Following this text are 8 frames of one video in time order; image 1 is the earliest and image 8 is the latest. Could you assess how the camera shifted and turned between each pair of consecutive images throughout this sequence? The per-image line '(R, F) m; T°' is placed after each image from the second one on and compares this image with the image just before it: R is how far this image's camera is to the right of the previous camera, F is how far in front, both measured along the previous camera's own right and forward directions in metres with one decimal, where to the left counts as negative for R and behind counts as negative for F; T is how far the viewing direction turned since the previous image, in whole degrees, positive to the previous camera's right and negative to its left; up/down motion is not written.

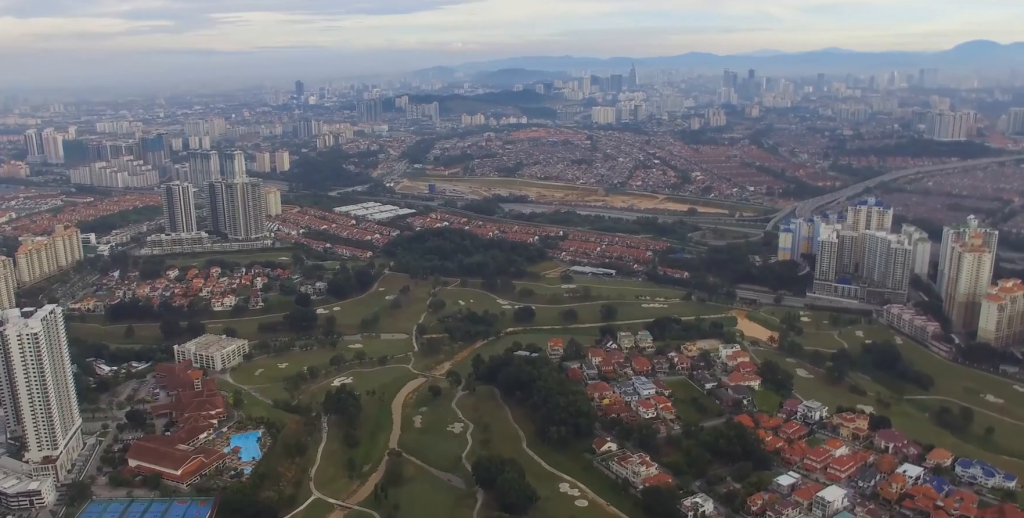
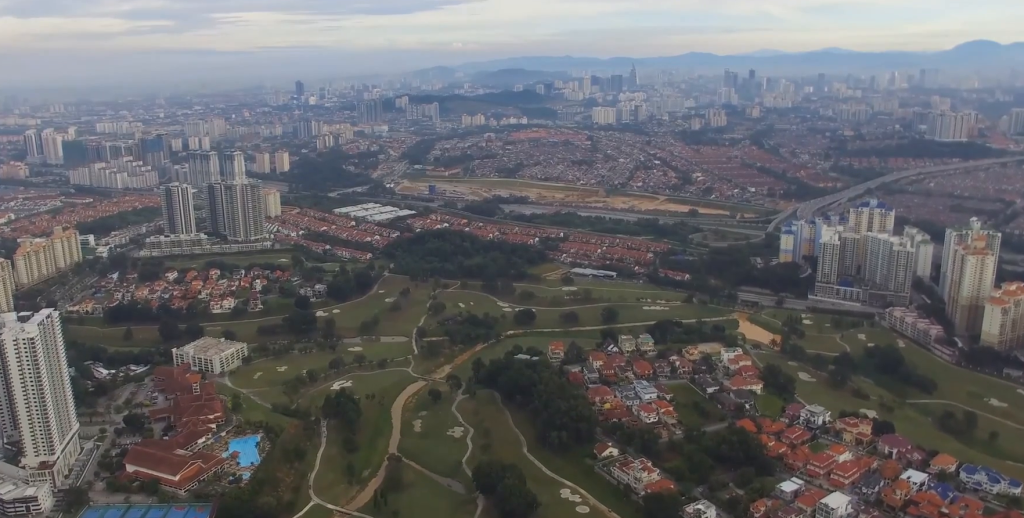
(0.0, +5.8) m; 0°
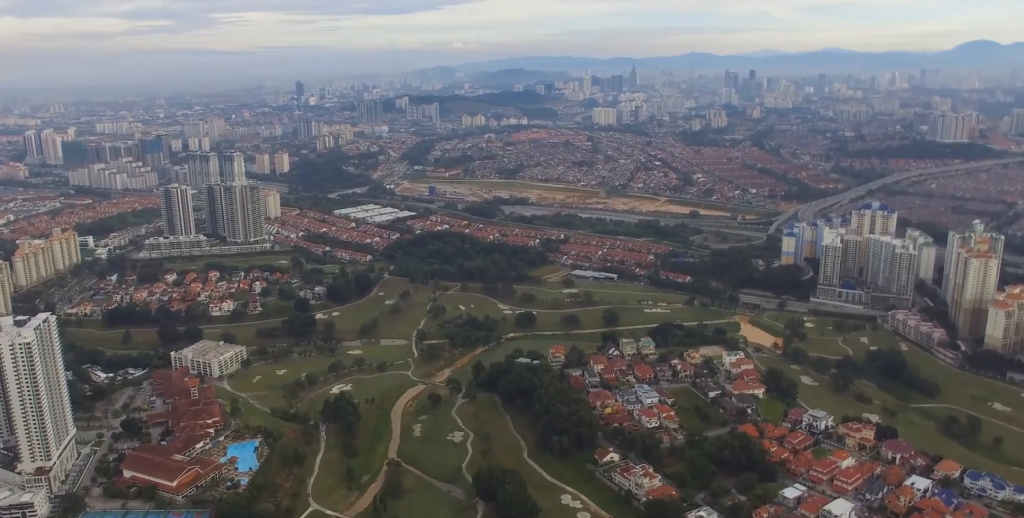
(0.0, +5.3) m; 0°
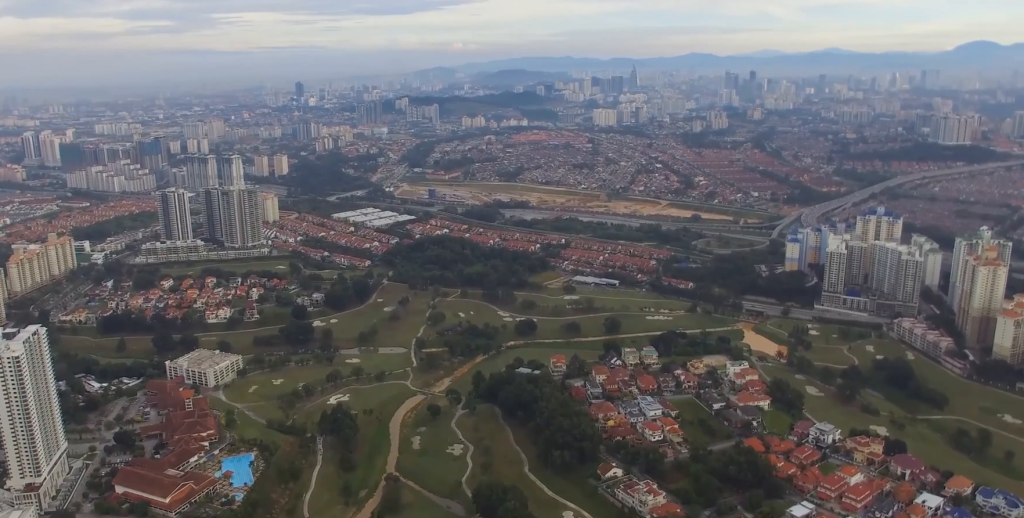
(0.0, +15.5) m; 0°
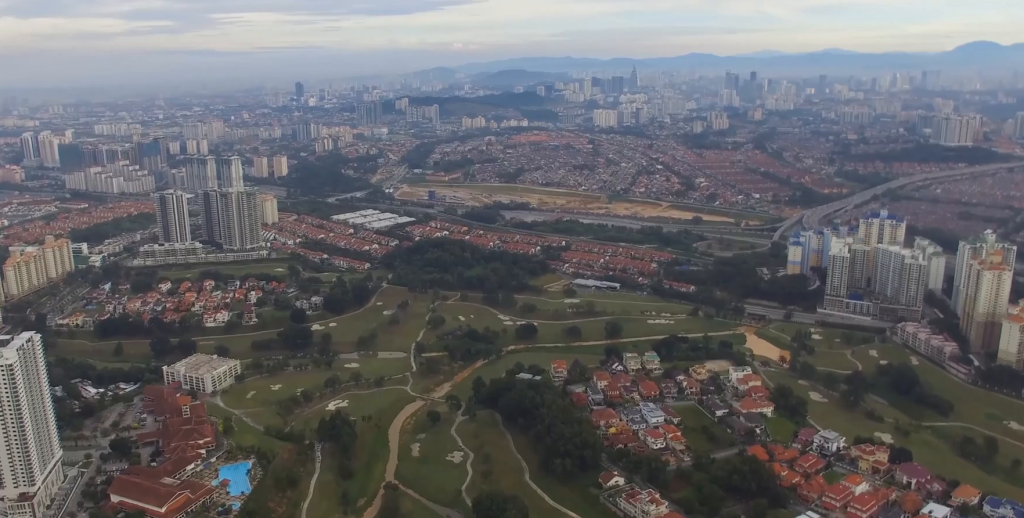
(0.0, +8.9) m; 0°
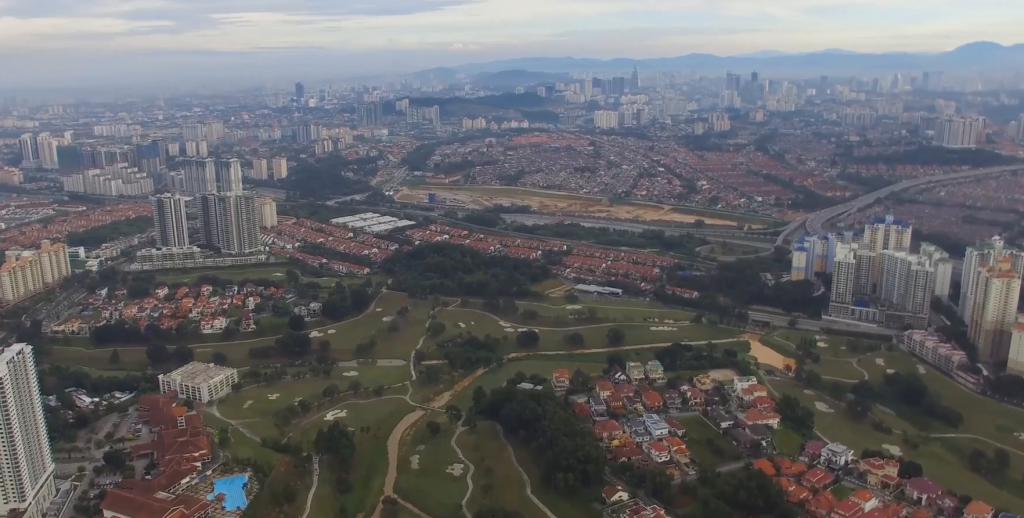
(0.0, +14.1) m; 0°
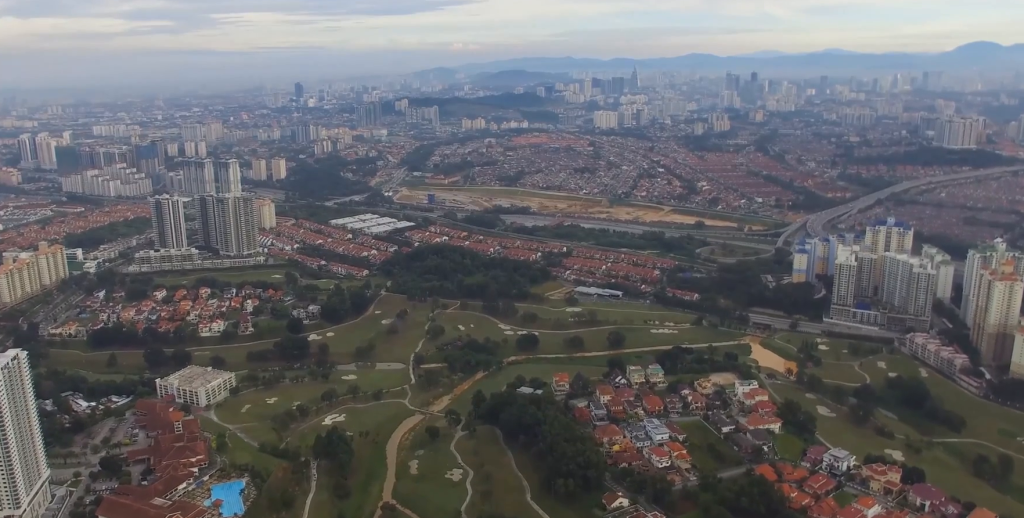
(0.0, +6.2) m; 0°
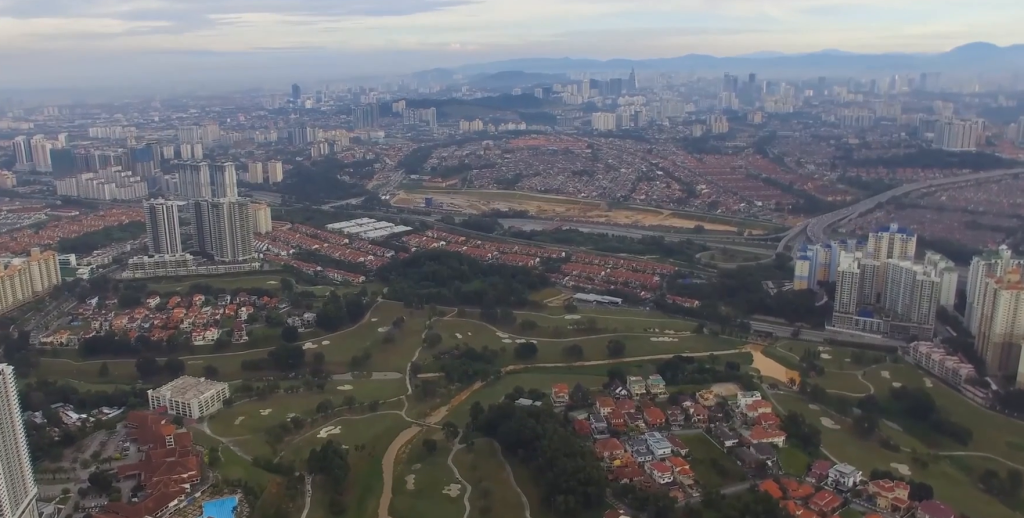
(0.0, +15.4) m; 0°
